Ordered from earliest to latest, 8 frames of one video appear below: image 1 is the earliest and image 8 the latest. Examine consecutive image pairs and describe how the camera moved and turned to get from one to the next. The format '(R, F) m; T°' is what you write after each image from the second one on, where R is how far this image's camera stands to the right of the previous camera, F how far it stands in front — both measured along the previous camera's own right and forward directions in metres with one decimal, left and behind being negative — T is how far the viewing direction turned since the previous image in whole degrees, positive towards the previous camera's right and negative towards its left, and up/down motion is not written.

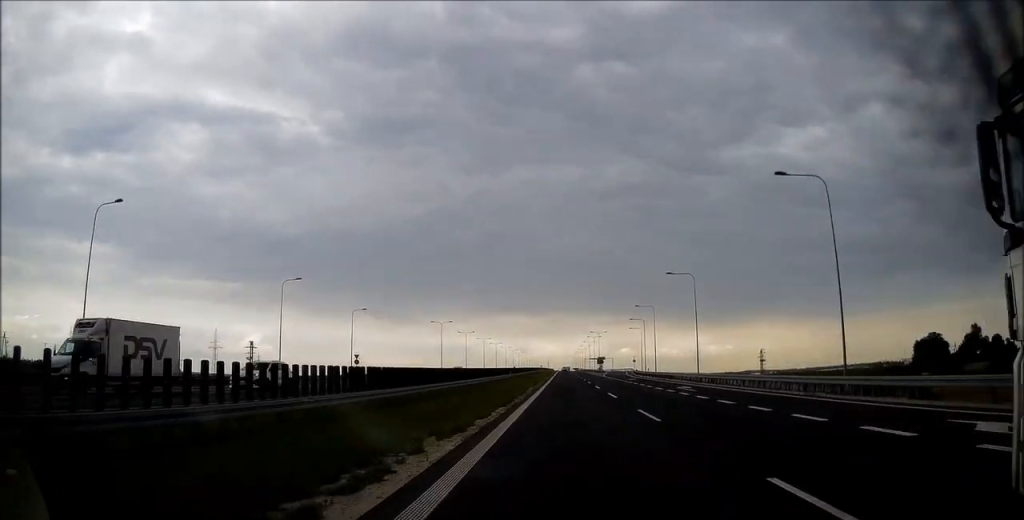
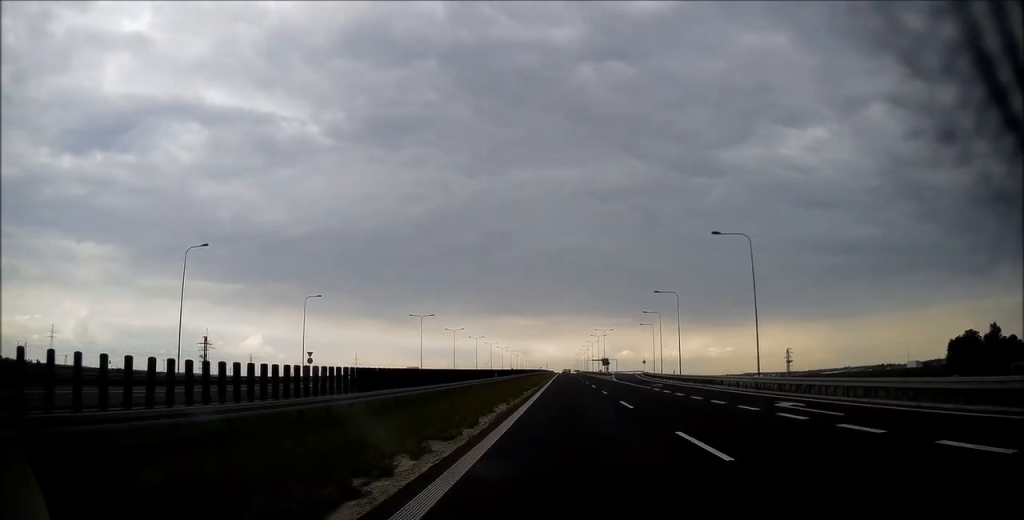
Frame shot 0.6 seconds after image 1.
(0.0, +18.5) m; 0°
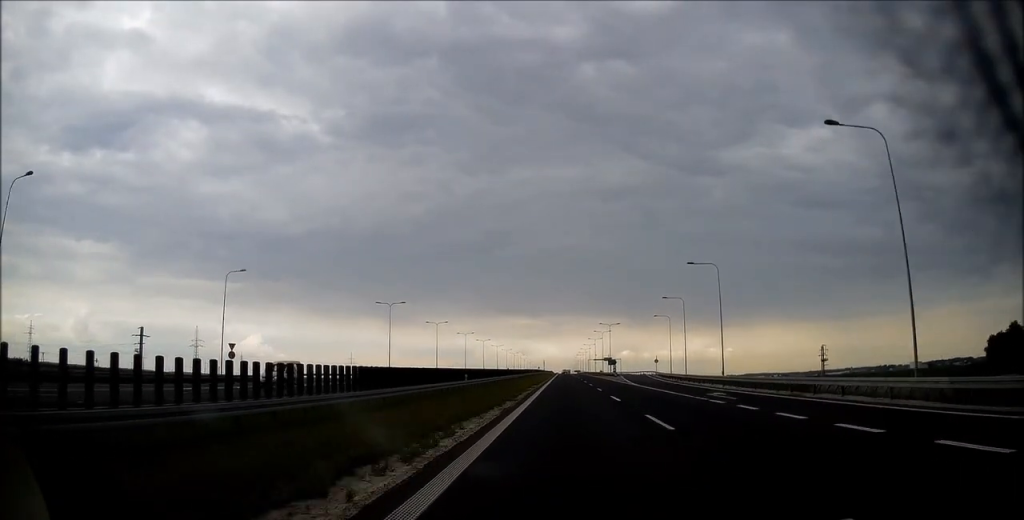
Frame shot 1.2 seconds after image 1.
(0.0, +19.6) m; 0°
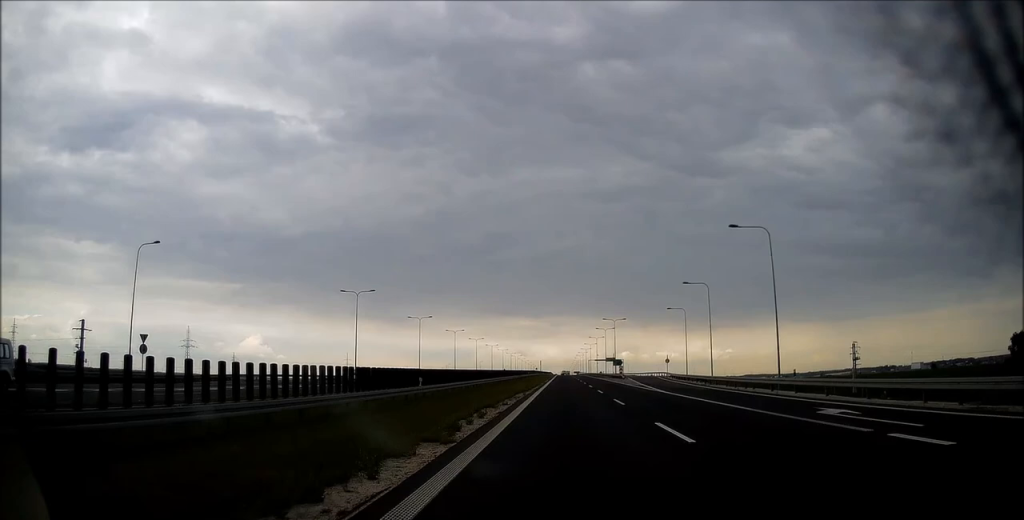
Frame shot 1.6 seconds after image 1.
(0.0, +14.2) m; 0°
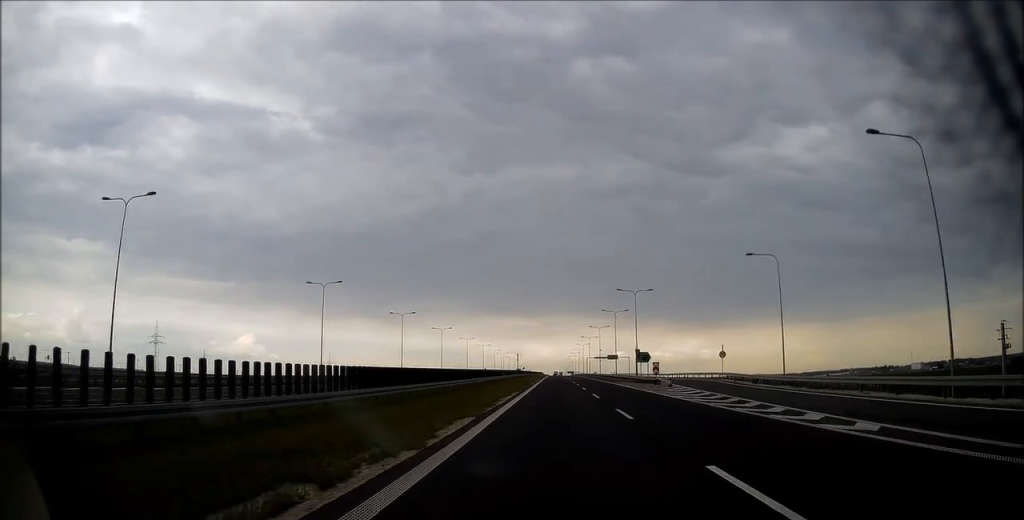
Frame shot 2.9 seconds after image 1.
(+0.1, +42.6) m; 0°
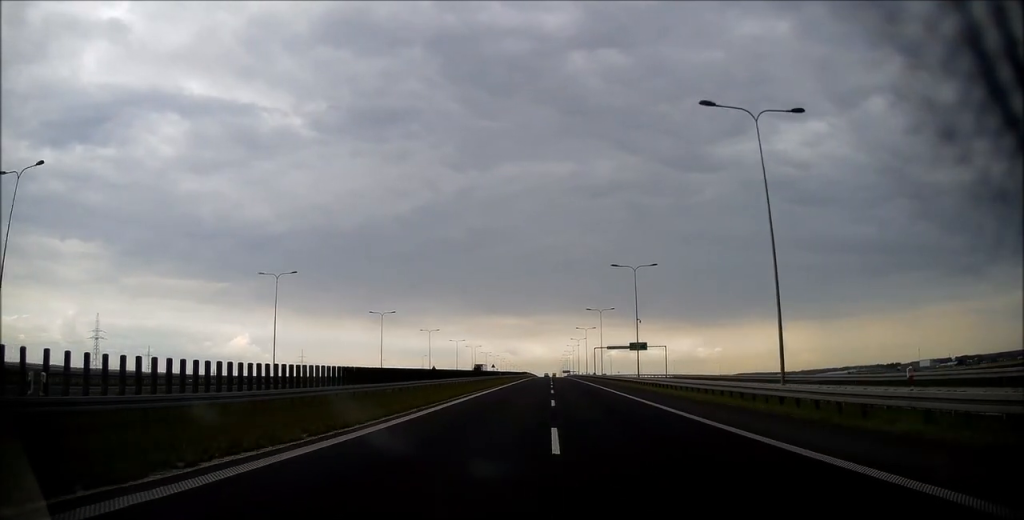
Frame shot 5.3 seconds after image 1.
(+0.8, +79.2) m; +1°
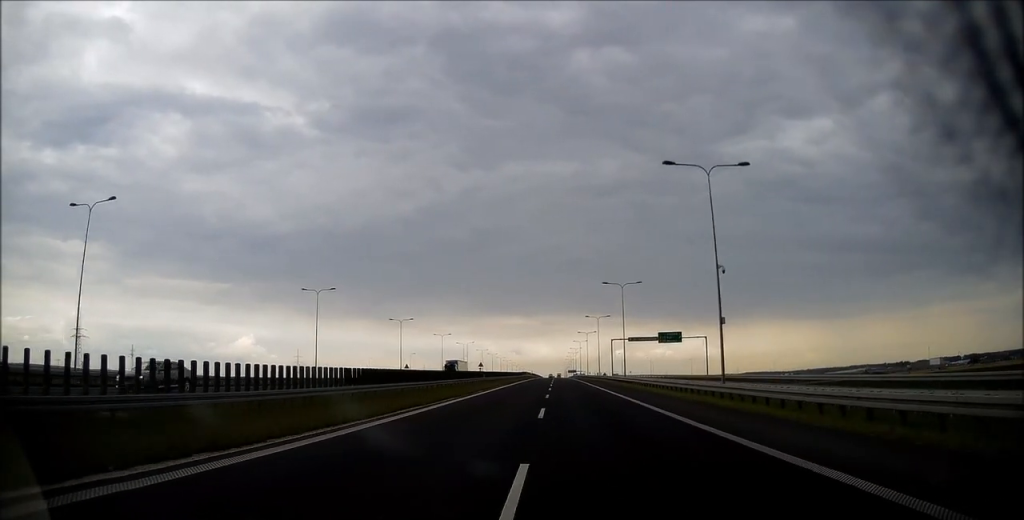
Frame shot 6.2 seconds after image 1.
(0.0, +29.1) m; 0°
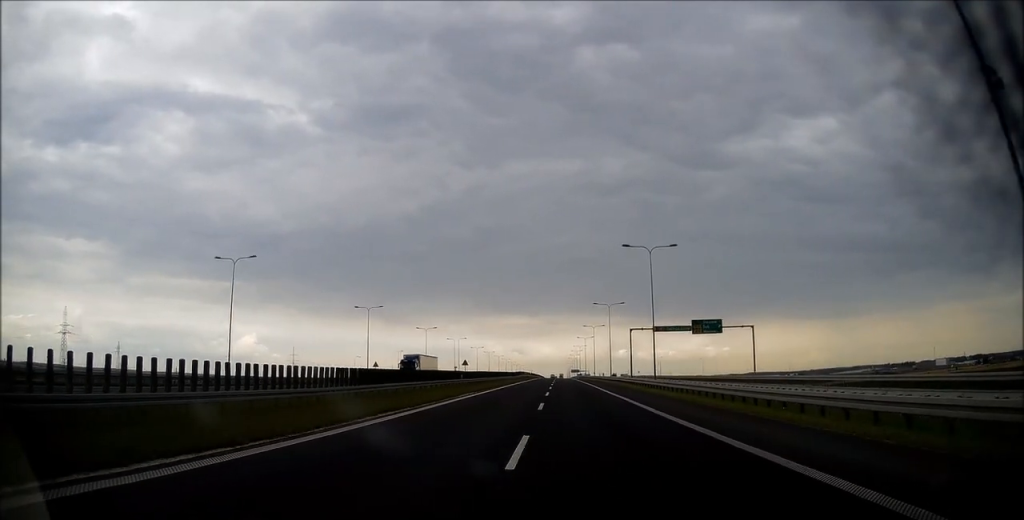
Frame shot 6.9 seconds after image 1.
(0.0, +20.4) m; 0°
